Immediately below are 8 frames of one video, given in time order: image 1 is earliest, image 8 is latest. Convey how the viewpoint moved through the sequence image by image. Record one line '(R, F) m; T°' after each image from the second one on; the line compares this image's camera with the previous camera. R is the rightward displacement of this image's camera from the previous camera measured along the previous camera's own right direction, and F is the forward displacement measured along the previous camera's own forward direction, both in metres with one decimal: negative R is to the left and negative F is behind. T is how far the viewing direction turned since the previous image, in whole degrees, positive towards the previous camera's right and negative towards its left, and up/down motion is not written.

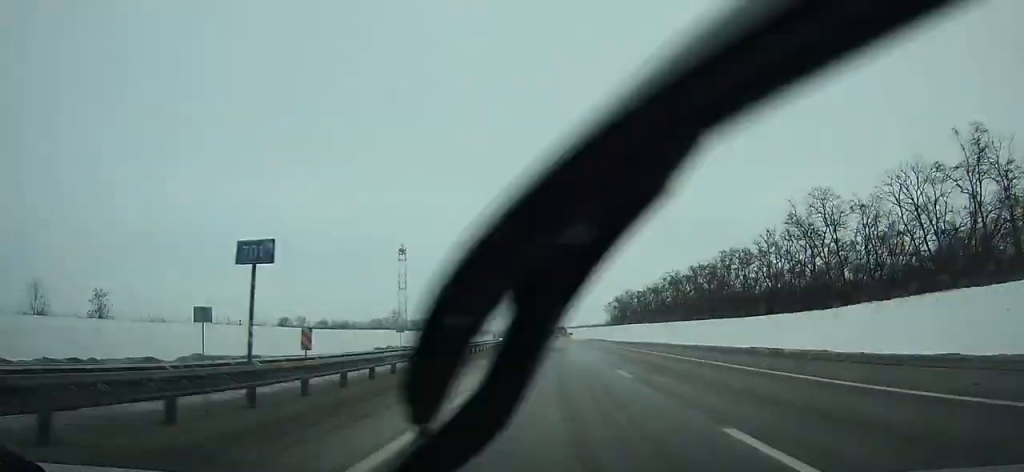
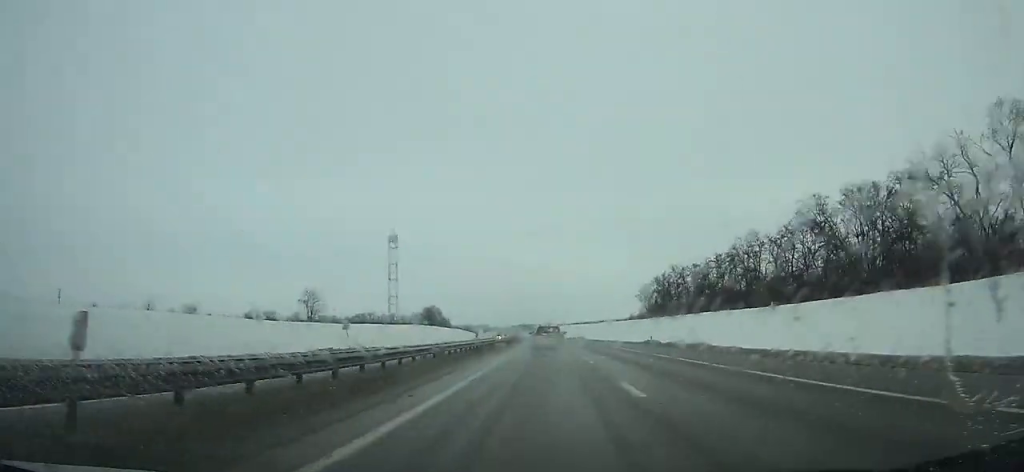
(-1.1, +76.5) m; -1°
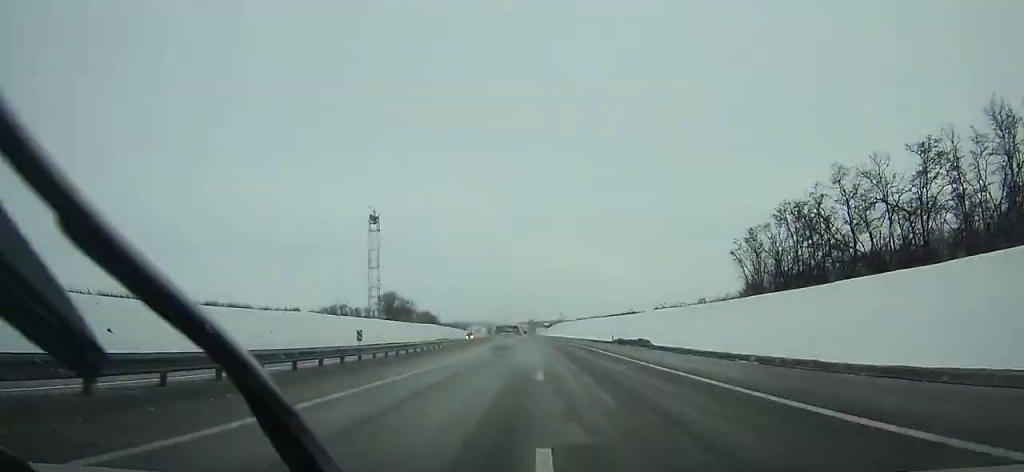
(-0.9, +88.8) m; -2°
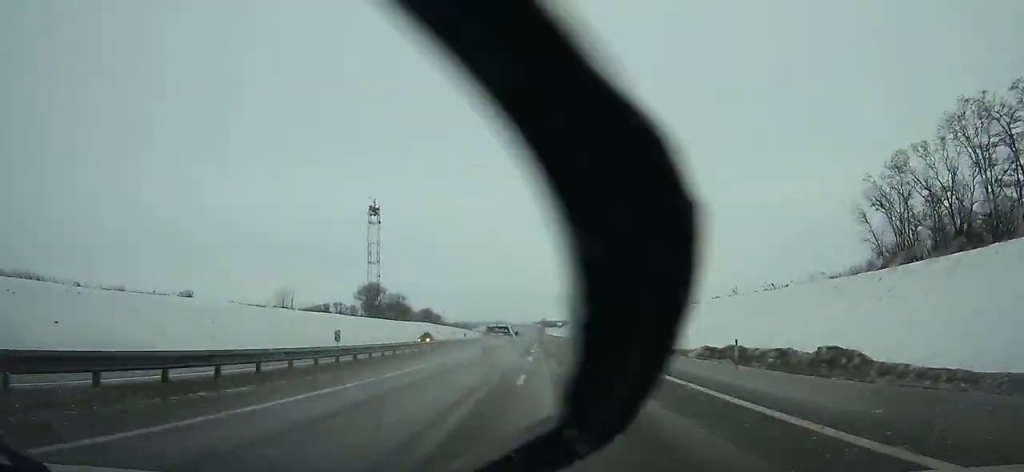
(-0.5, +37.3) m; -1°
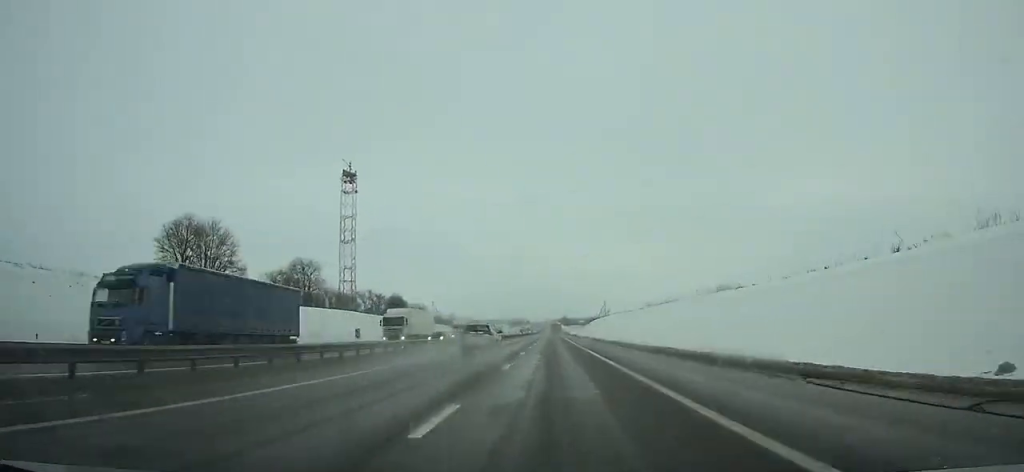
(-1.9, +102.8) m; -1°
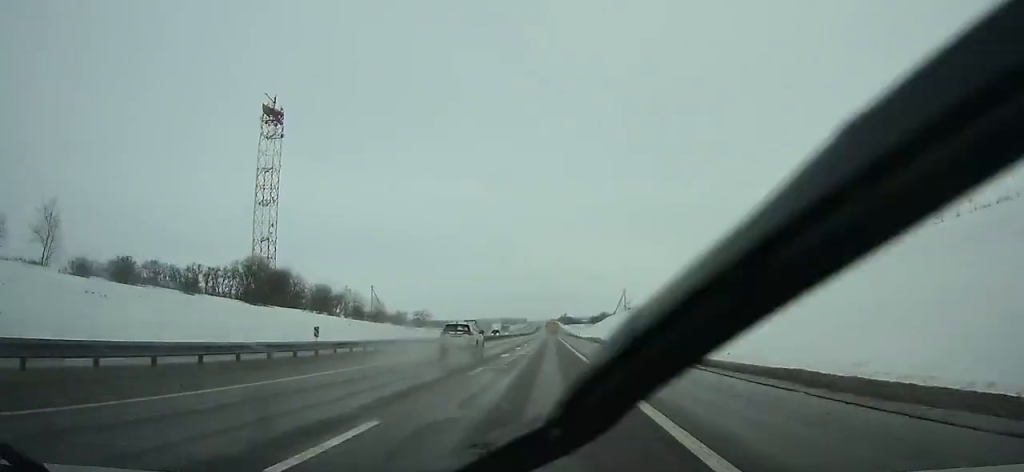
(-0.1, +110.1) m; 0°
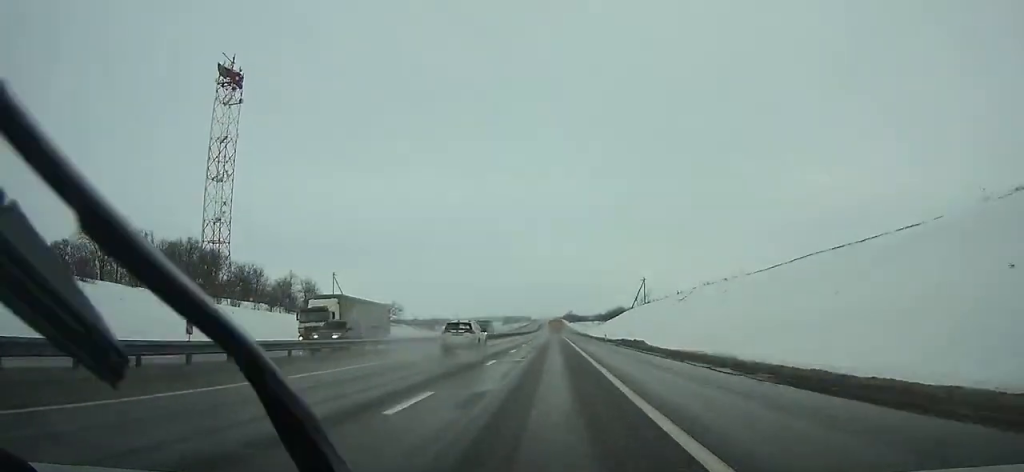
(-0.2, +44.6) m; 0°
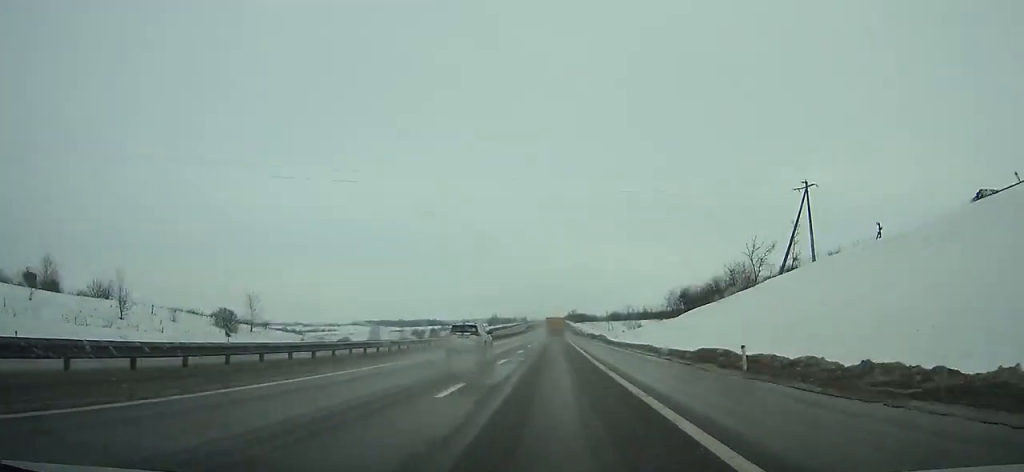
(-0.5, +140.4) m; 0°
